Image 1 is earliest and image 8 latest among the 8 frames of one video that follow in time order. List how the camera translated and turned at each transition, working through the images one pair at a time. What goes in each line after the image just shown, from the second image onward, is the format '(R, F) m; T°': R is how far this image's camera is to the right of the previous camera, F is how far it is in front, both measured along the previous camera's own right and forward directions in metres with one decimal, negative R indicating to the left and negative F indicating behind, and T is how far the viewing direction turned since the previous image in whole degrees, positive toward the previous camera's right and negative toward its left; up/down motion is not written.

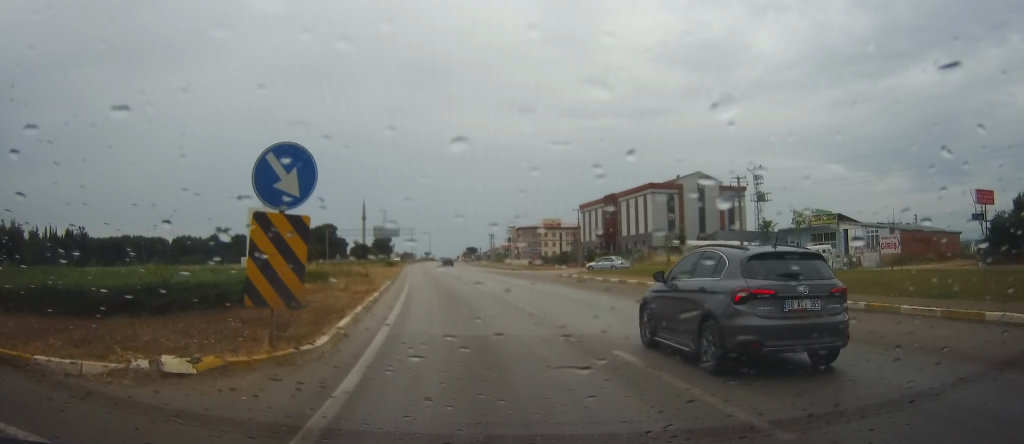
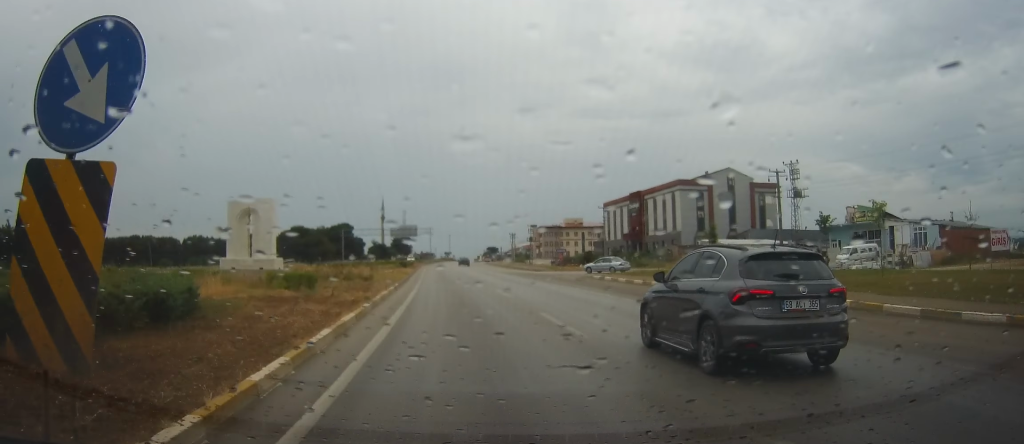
(0.0, +5.0) m; 0°
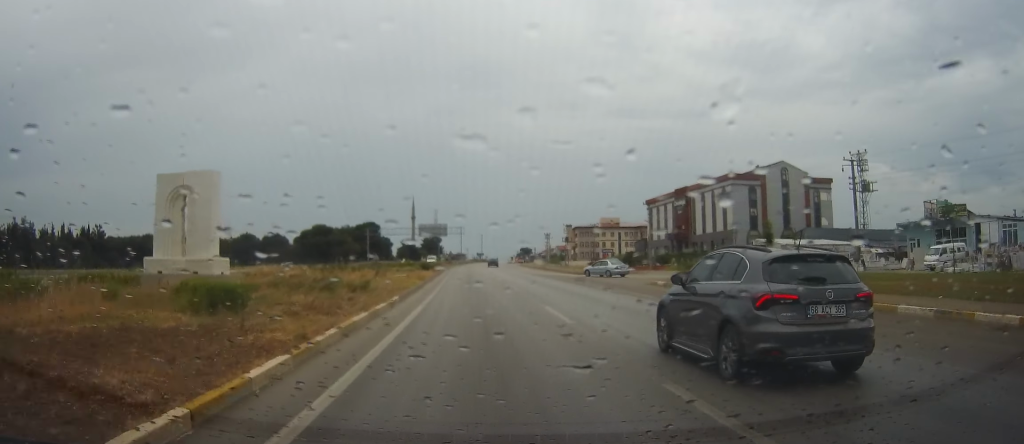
(0.0, +8.9) m; -3°
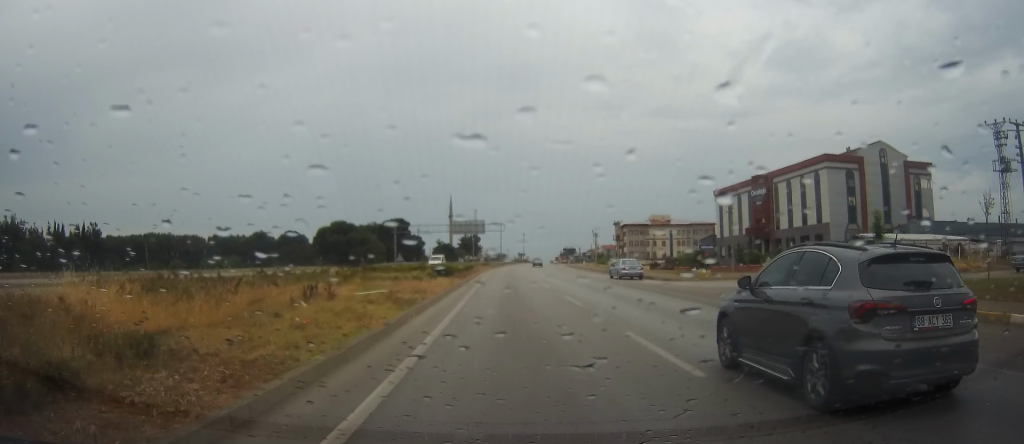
(-2.8, +17.2) m; -15°
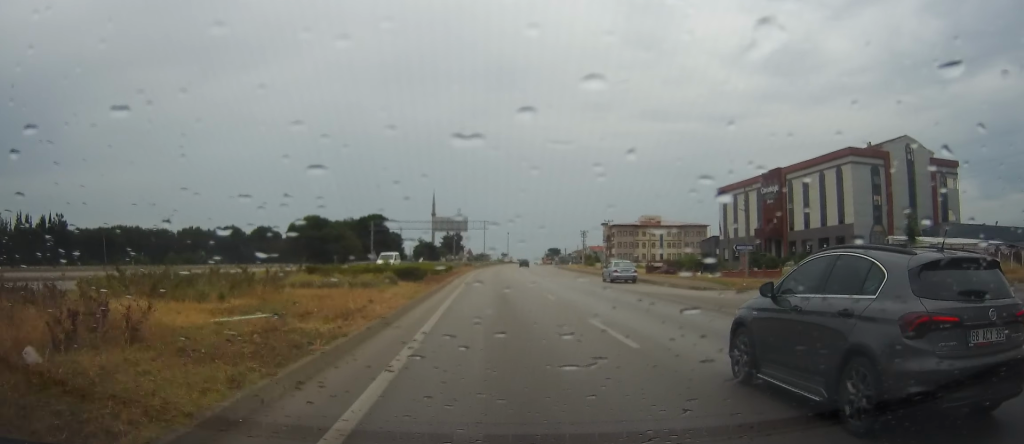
(-0.6, +7.9) m; -2°
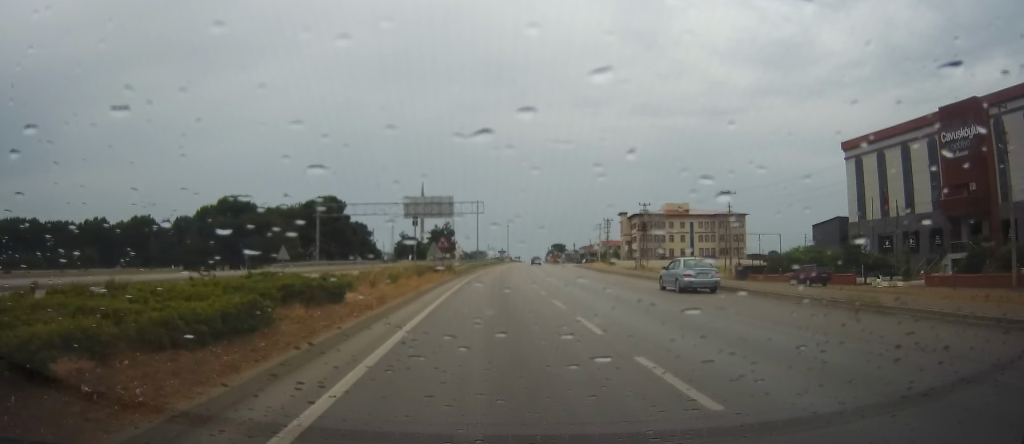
(+2.1, +37.5) m; +6°
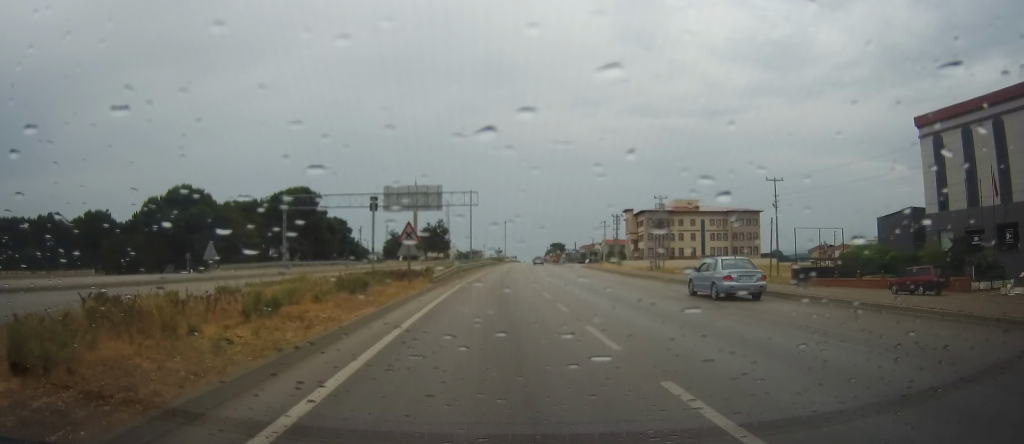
(+0.2, +14.0) m; 0°
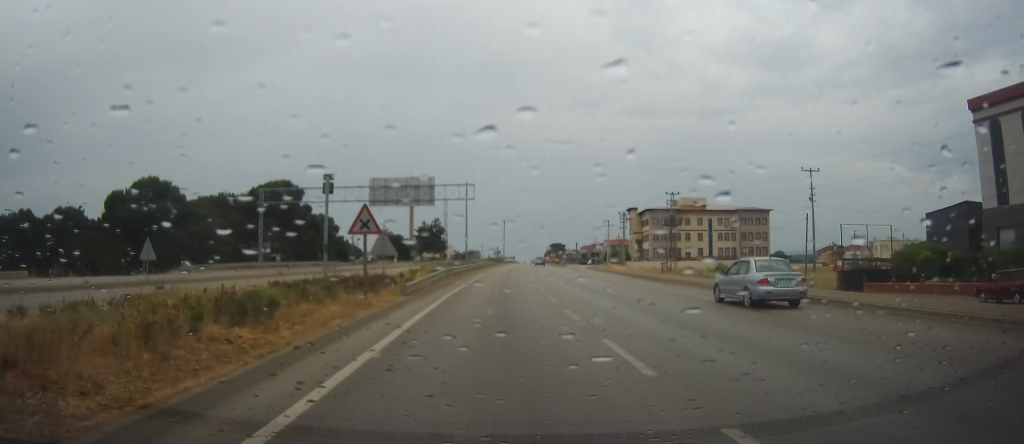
(+0.1, +7.3) m; -1°
